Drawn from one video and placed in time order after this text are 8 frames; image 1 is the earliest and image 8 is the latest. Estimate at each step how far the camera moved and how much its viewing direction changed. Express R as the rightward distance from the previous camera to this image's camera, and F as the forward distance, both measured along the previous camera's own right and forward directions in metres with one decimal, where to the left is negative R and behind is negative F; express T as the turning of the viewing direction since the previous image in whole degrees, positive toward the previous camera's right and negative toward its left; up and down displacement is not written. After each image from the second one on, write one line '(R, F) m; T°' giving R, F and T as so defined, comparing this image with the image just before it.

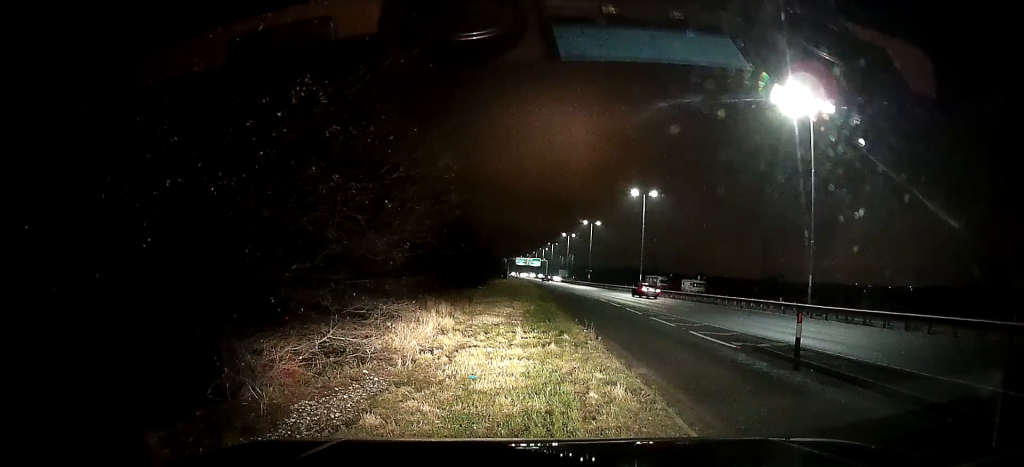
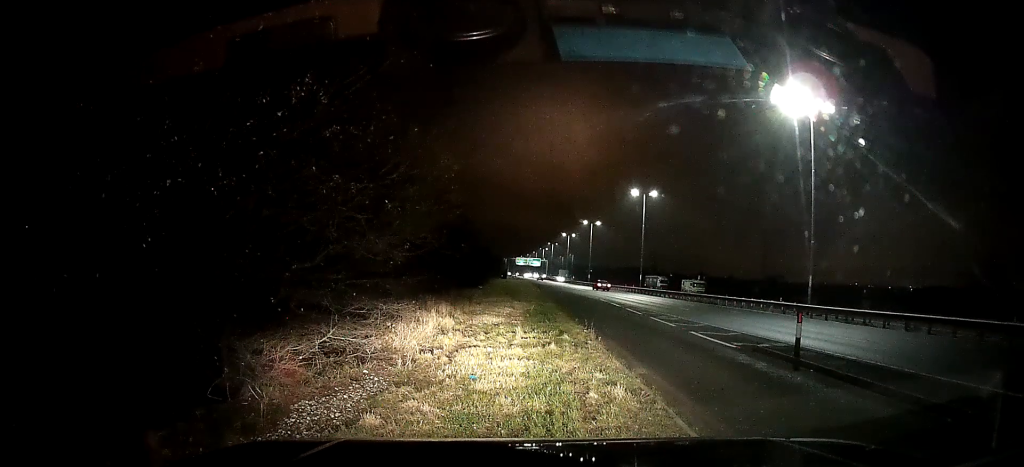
(0.0, 0.0) m; 0°
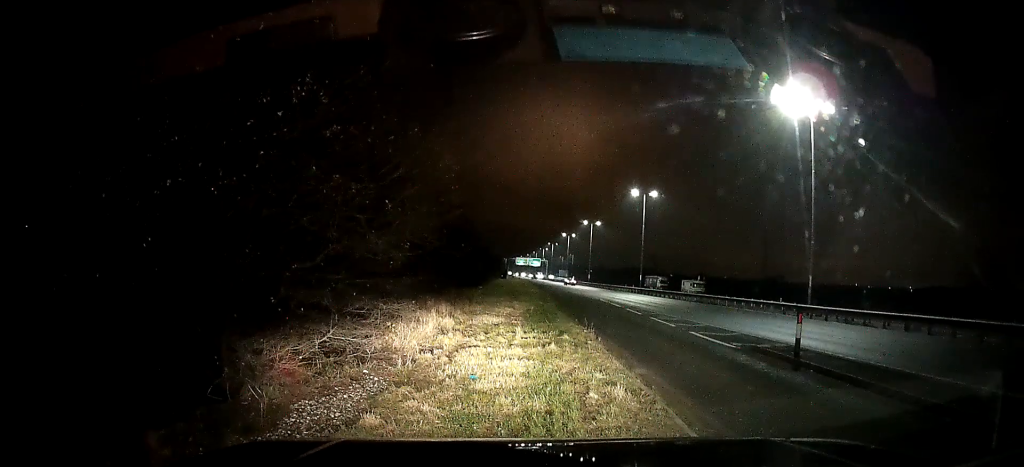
(0.0, 0.0) m; 0°
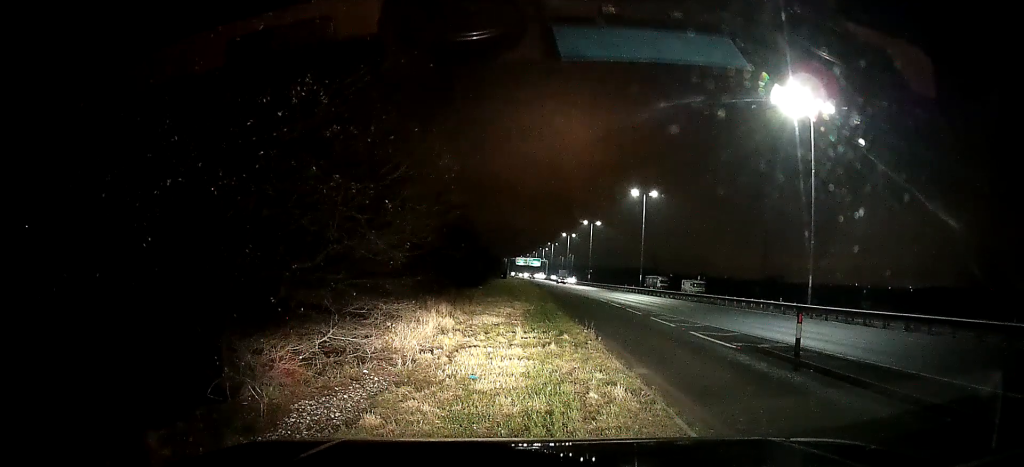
(0.0, 0.0) m; 0°
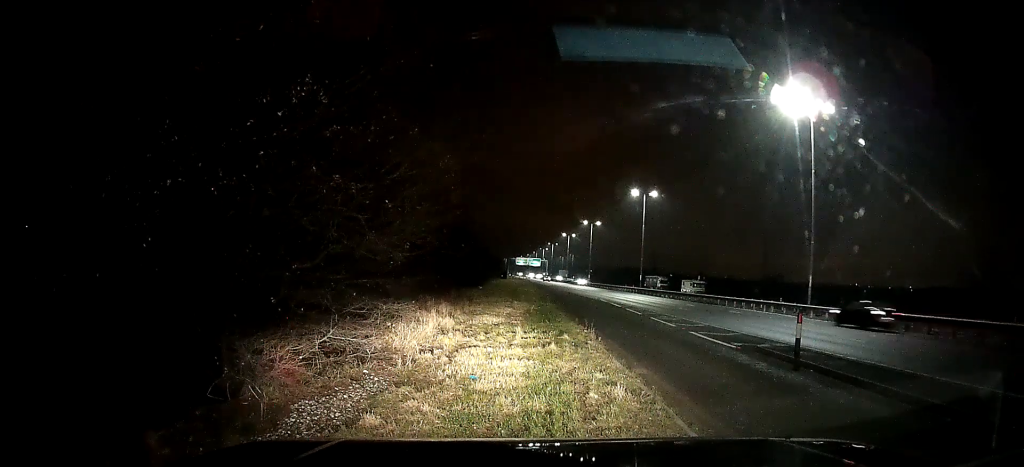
(0.0, 0.0) m; 0°
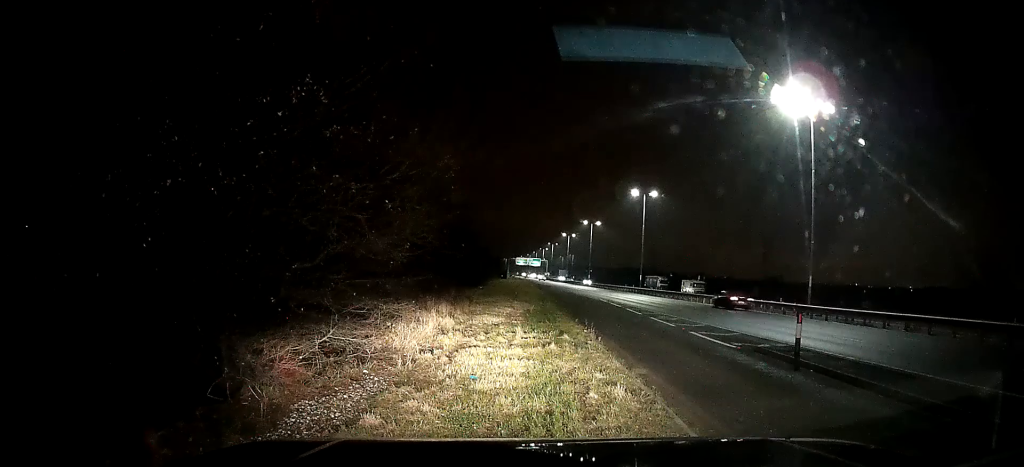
(0.0, 0.0) m; 0°
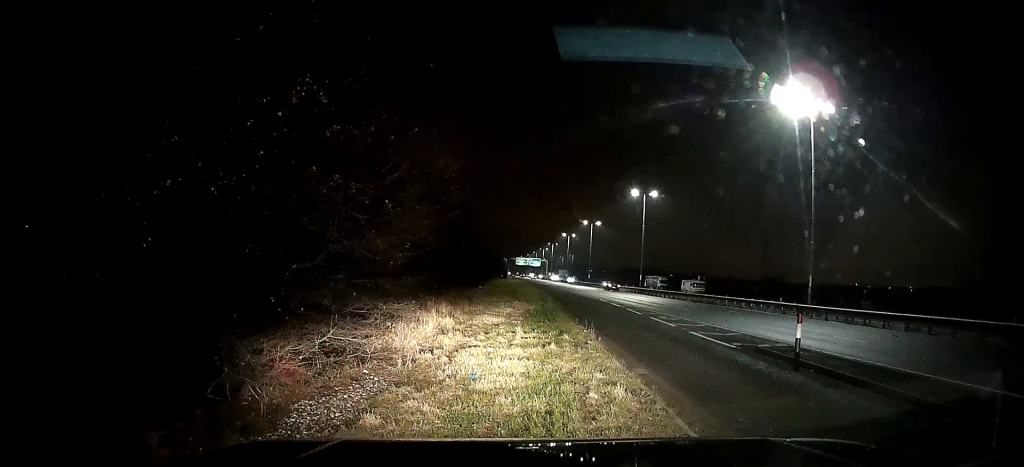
(0.0, 0.0) m; 0°
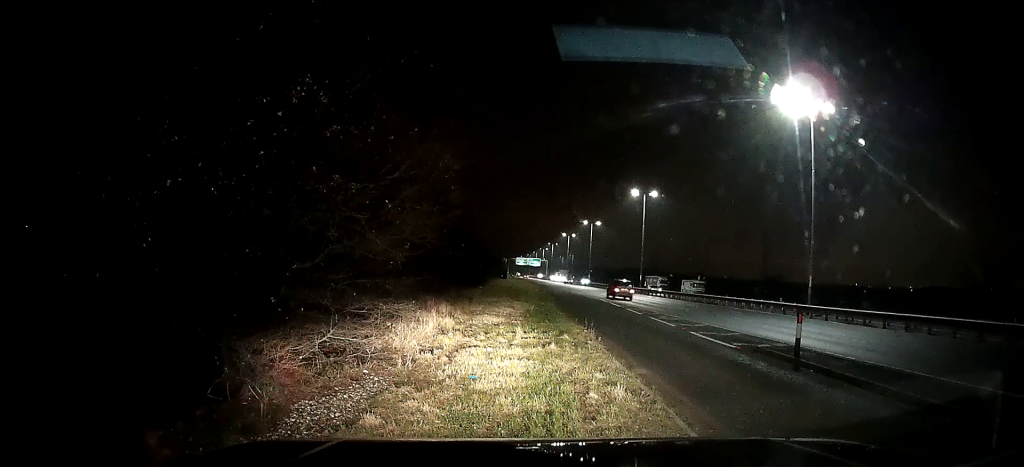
(0.0, 0.0) m; 0°
